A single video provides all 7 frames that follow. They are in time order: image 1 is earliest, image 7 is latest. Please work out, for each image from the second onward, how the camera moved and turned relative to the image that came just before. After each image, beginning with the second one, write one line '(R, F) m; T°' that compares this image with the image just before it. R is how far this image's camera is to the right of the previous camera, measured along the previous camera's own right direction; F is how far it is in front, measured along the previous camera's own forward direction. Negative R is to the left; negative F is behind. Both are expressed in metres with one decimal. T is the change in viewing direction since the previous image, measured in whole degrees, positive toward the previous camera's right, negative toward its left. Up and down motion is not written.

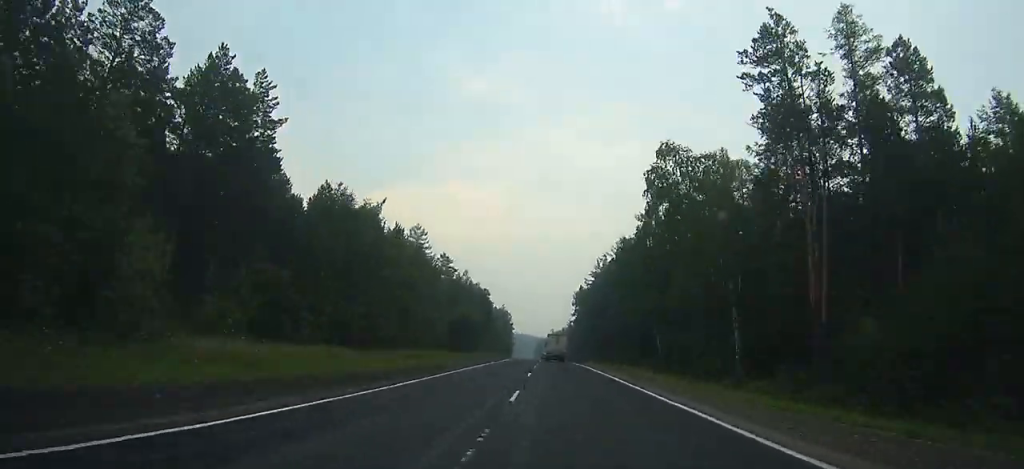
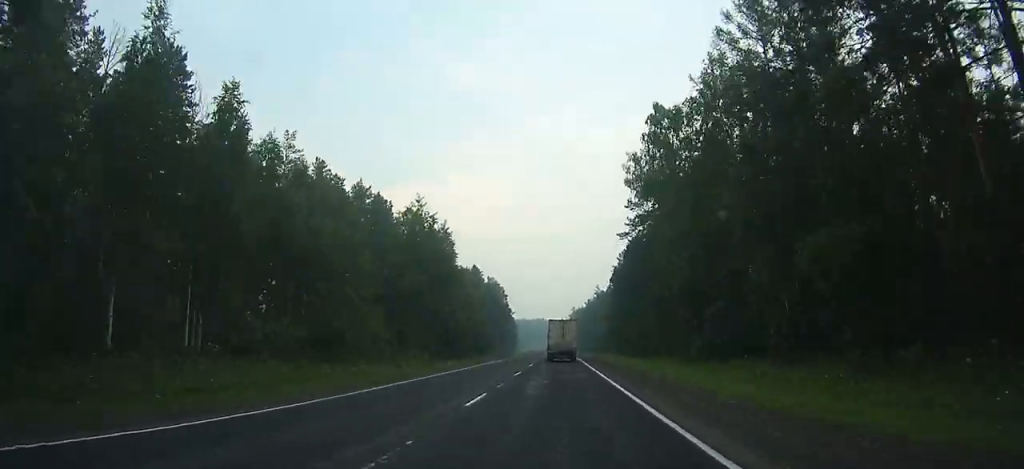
(-9.3, +118.5) m; -1°
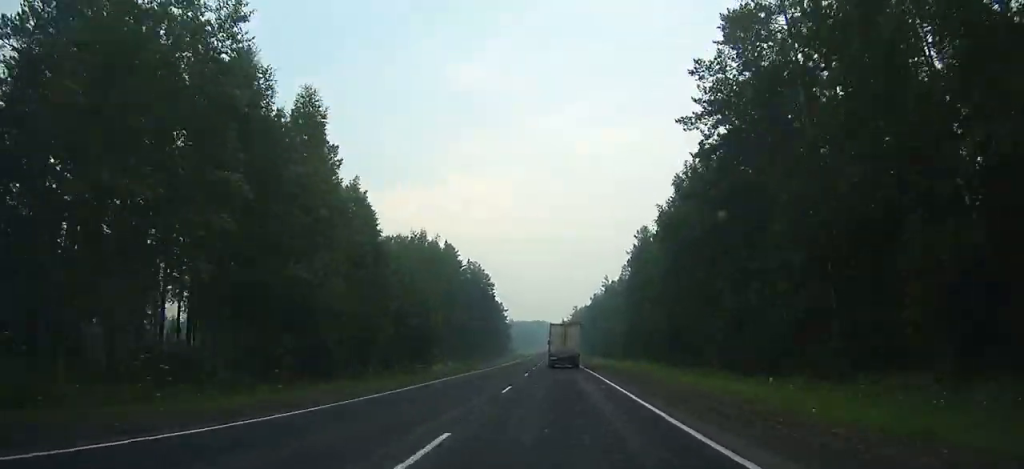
(+1.5, +43.7) m; -1°
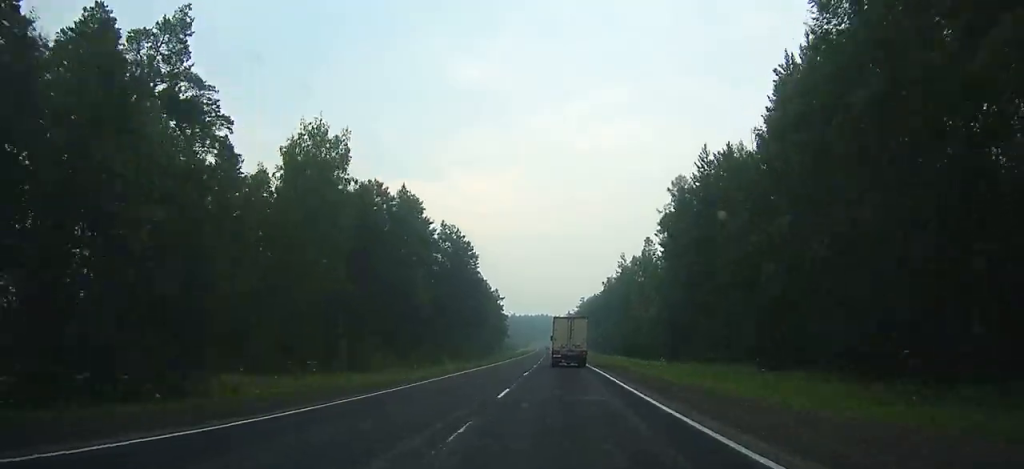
(+0.9, +39.2) m; -2°
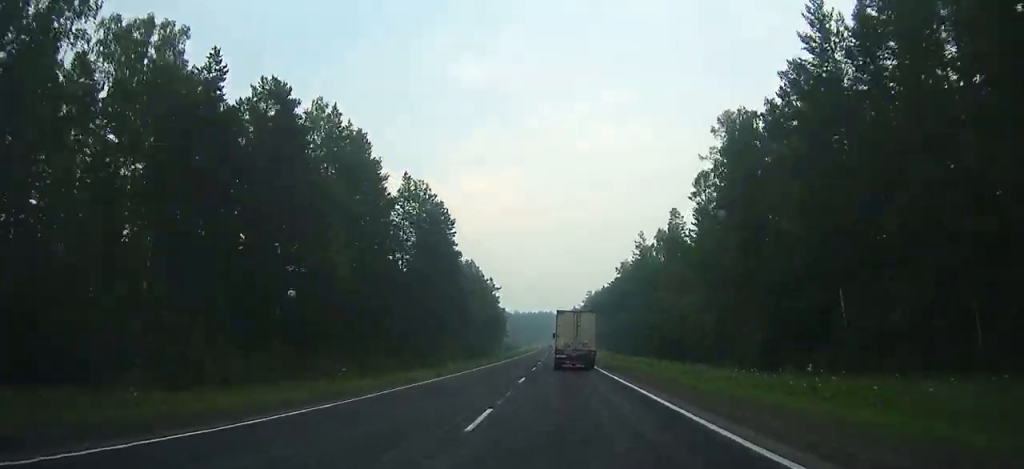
(-2.1, +30.3) m; -1°
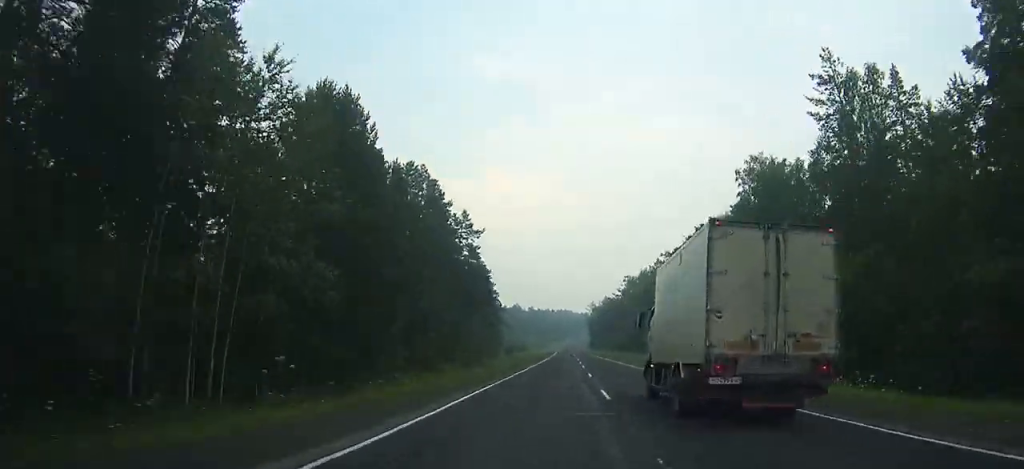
(-1.3, +91.1) m; 0°
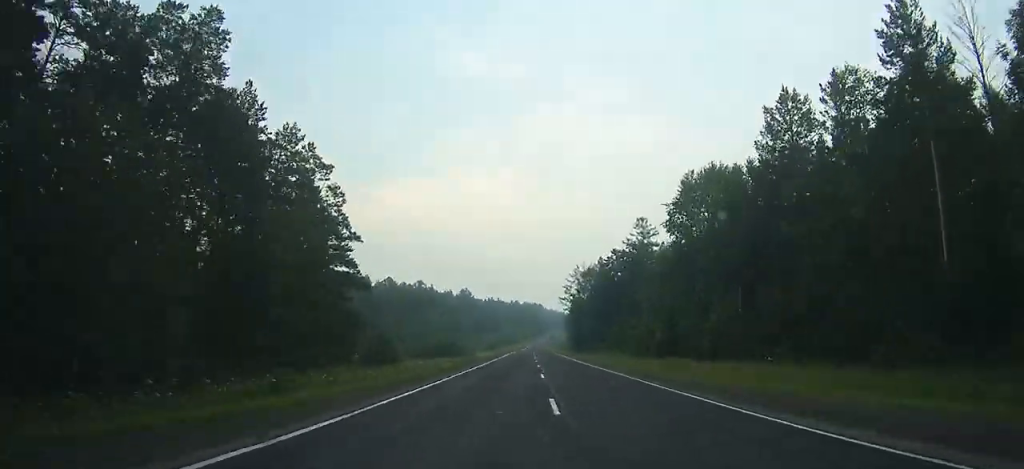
(+1.0, +108.9) m; +1°
